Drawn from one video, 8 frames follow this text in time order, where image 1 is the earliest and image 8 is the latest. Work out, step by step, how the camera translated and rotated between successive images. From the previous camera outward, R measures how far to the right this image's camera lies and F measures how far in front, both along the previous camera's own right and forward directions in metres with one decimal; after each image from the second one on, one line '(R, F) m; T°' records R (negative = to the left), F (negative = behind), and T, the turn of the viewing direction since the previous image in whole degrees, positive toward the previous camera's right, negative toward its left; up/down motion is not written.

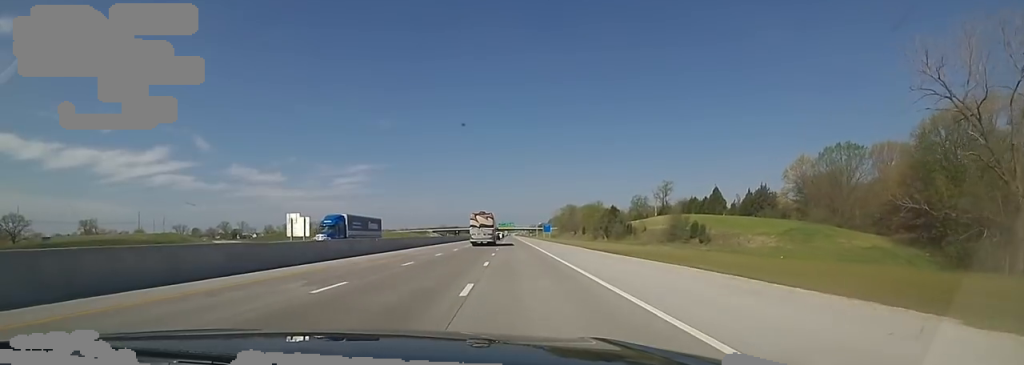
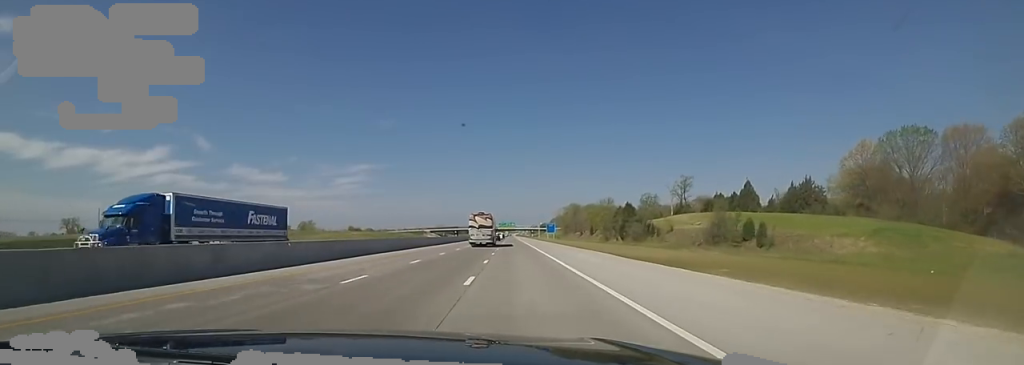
(0.0, +16.7) m; 0°
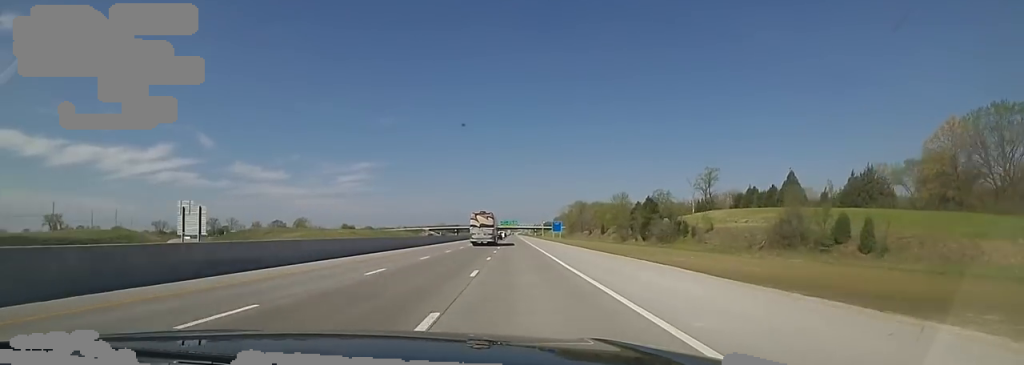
(0.0, +16.6) m; 0°
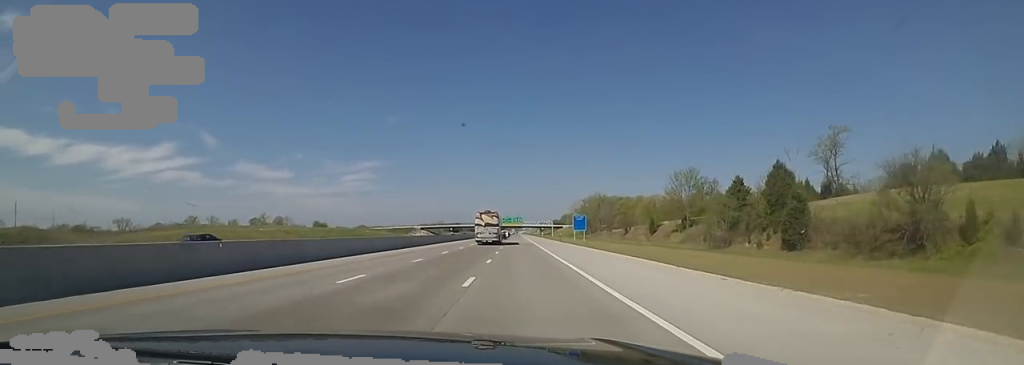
(-0.1, +50.7) m; -1°
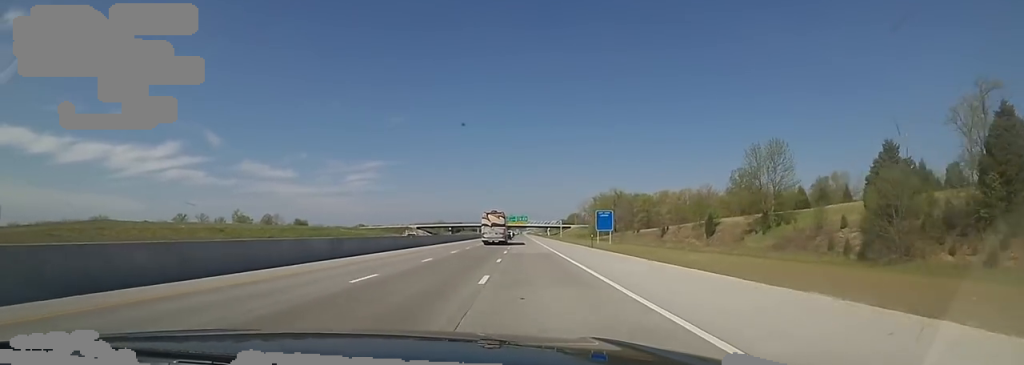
(-0.3, +28.0) m; -2°
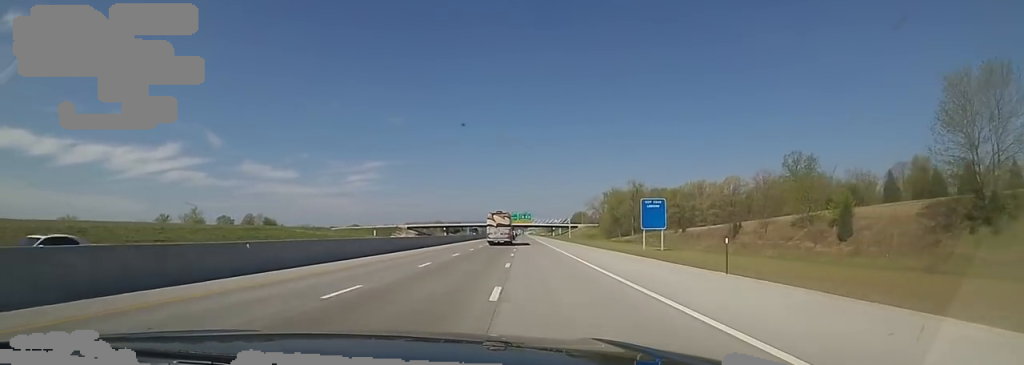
(-0.8, +31.4) m; 0°
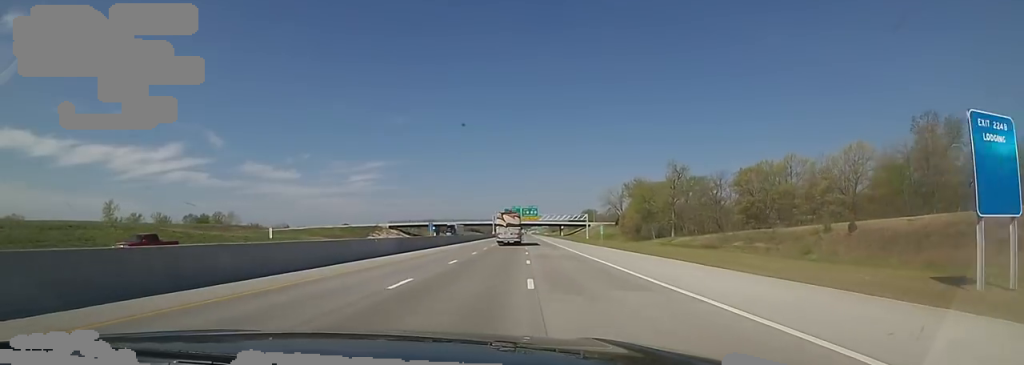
(+1.0, +44.9) m; 0°
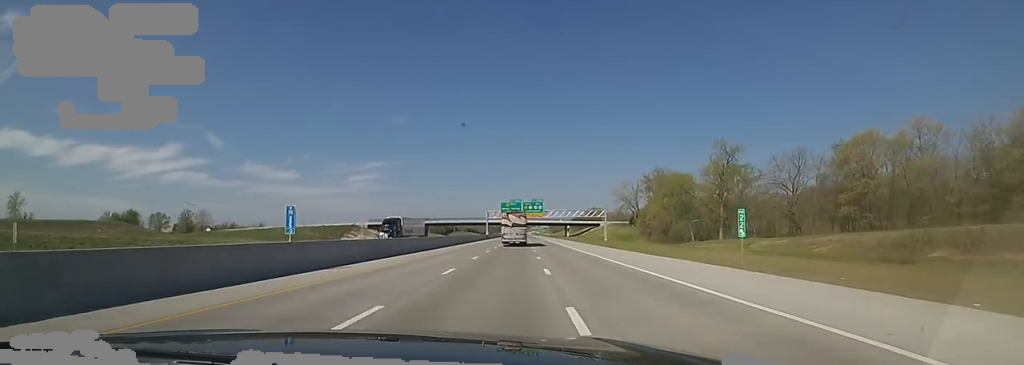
(-1.1, +33.2) m; 0°
